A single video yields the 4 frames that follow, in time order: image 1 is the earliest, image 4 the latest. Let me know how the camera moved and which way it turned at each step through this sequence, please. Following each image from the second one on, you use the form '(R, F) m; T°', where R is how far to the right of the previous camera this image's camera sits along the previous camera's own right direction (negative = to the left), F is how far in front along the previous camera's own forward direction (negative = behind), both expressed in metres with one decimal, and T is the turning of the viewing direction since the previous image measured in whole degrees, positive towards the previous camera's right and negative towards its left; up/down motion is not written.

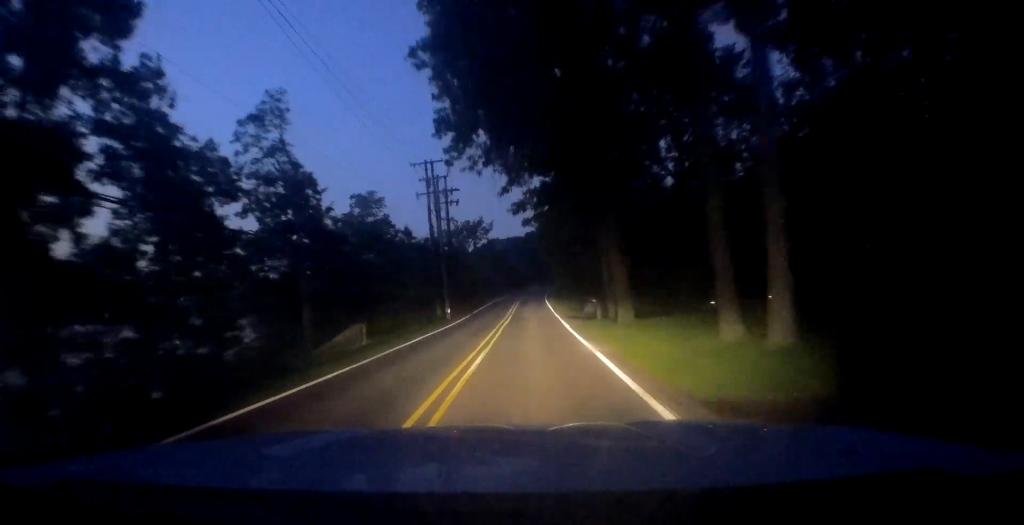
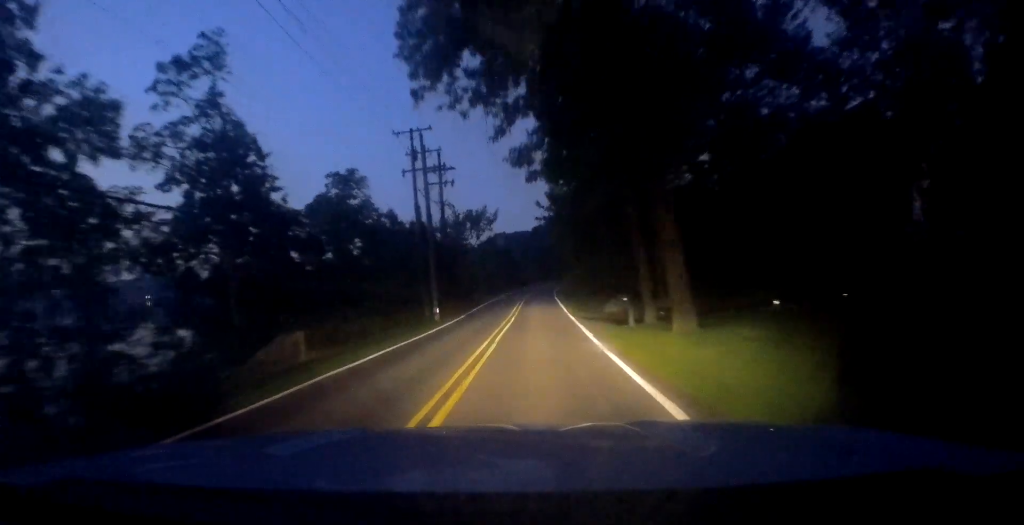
(0.0, +7.5) m; +1°
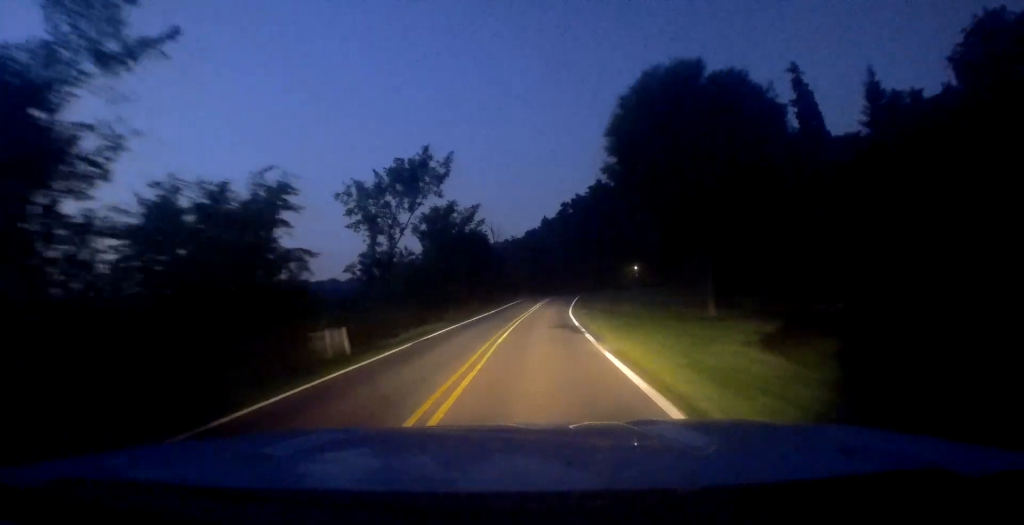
(+0.7, +44.4) m; +3°
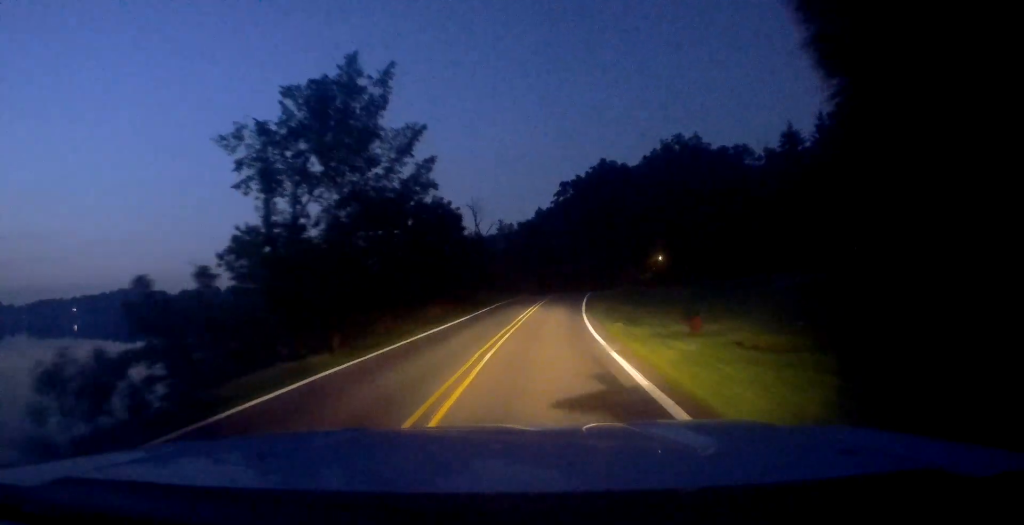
(-0.1, +17.6) m; -2°
